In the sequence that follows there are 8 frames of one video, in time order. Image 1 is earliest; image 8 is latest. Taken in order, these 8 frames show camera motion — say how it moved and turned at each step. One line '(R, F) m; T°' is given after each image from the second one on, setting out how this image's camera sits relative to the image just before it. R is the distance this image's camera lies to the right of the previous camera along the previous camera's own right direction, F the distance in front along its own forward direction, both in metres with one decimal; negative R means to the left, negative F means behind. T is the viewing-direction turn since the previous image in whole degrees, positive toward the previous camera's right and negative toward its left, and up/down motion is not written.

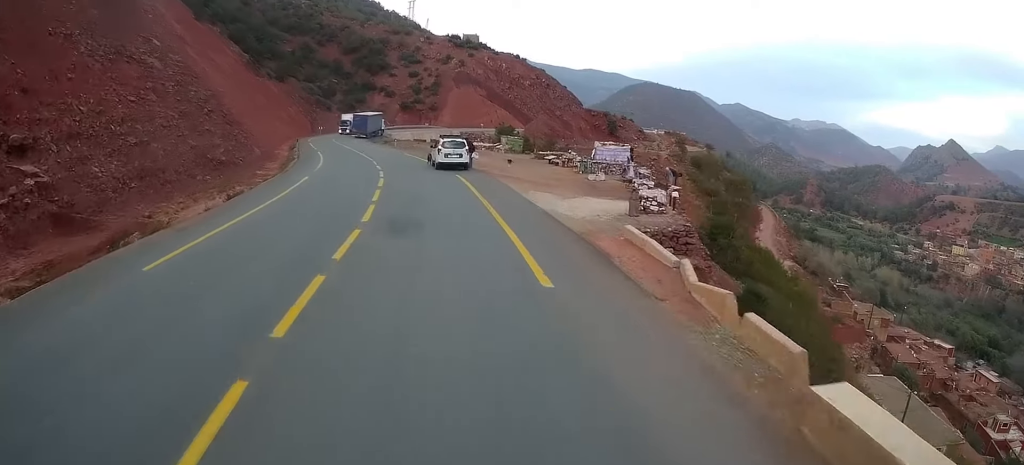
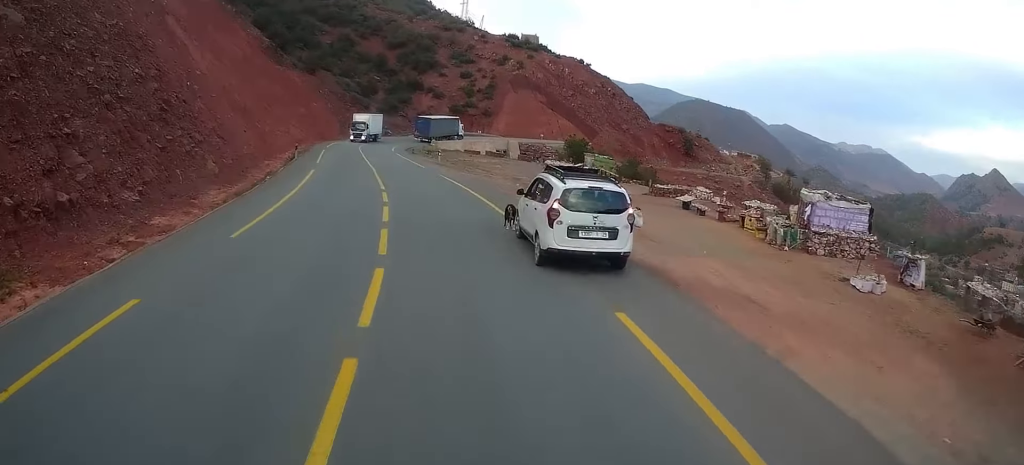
(-1.5, +19.9) m; -7°
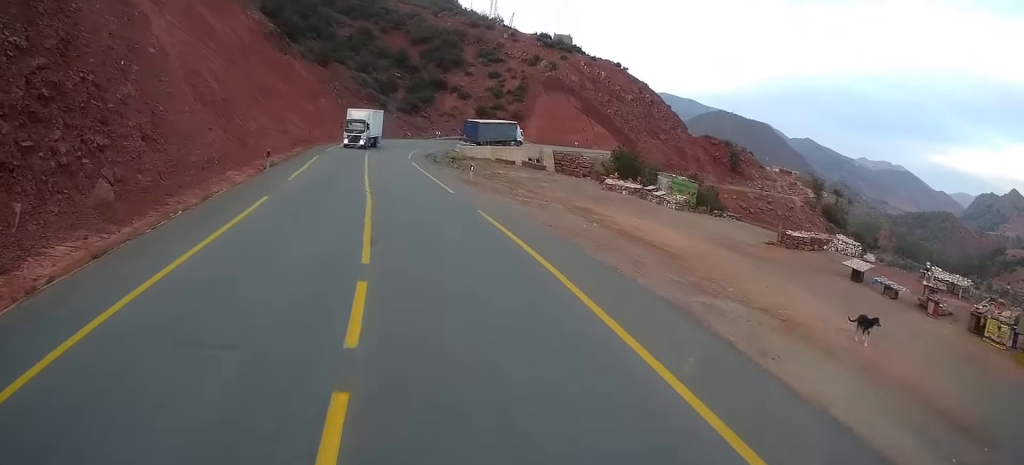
(0.0, +13.1) m; 0°
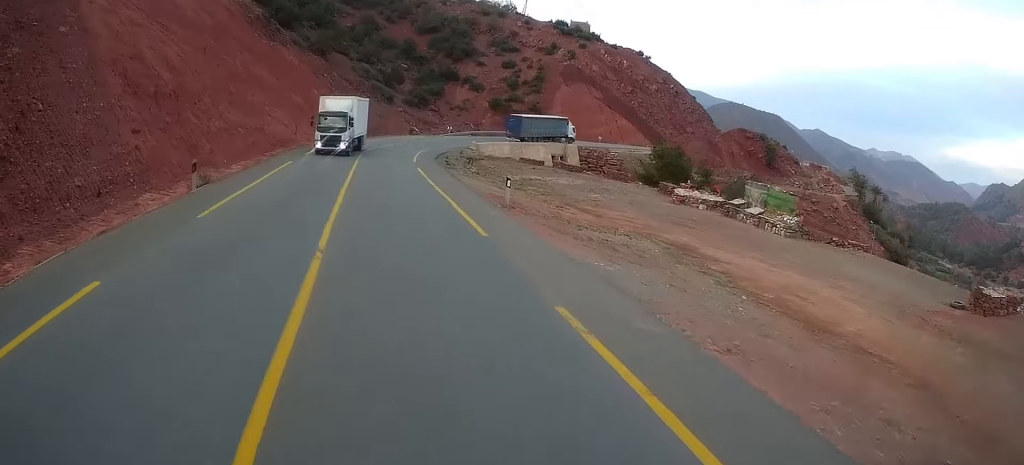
(+0.1, +11.2) m; -1°
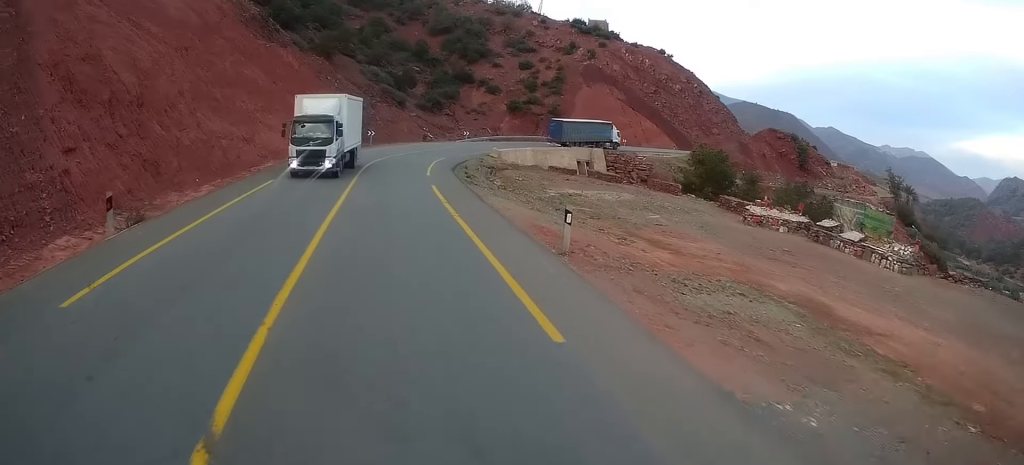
(+0.1, +7.0) m; -1°
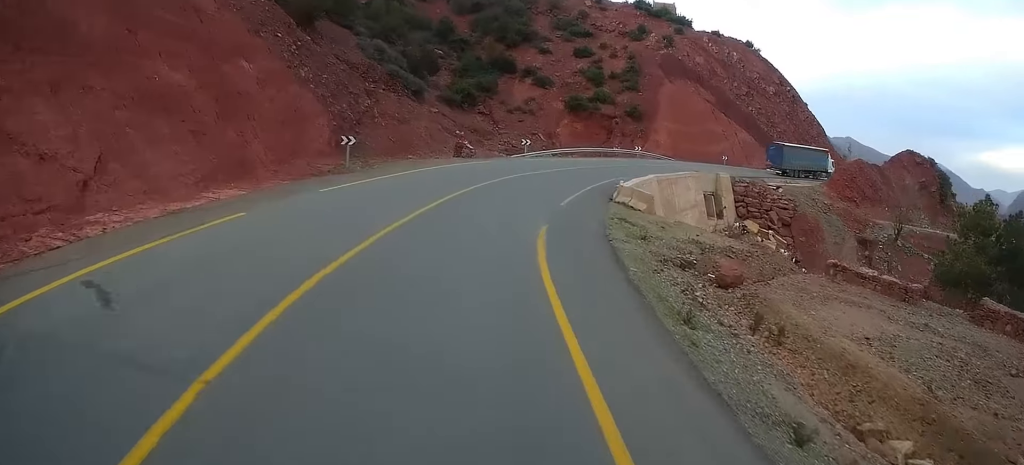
(+0.8, +35.5) m; +6°
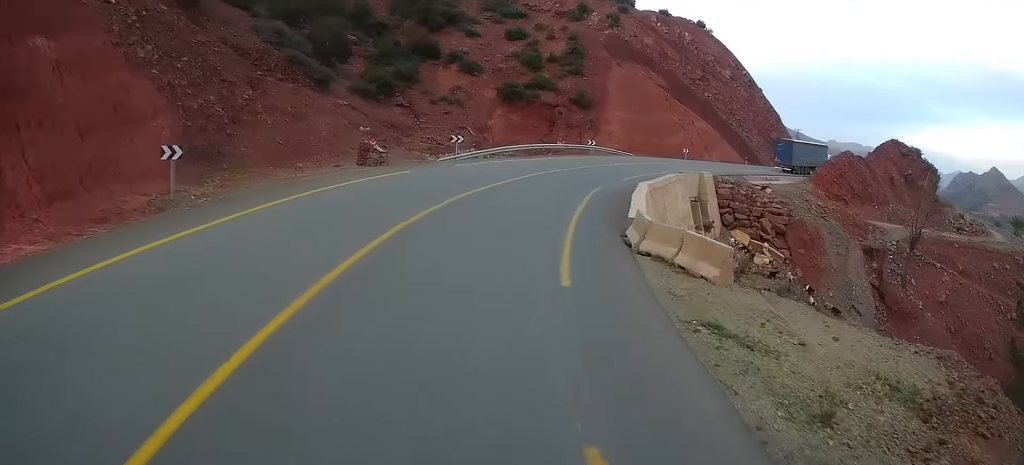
(+0.3, +13.7) m; +1°
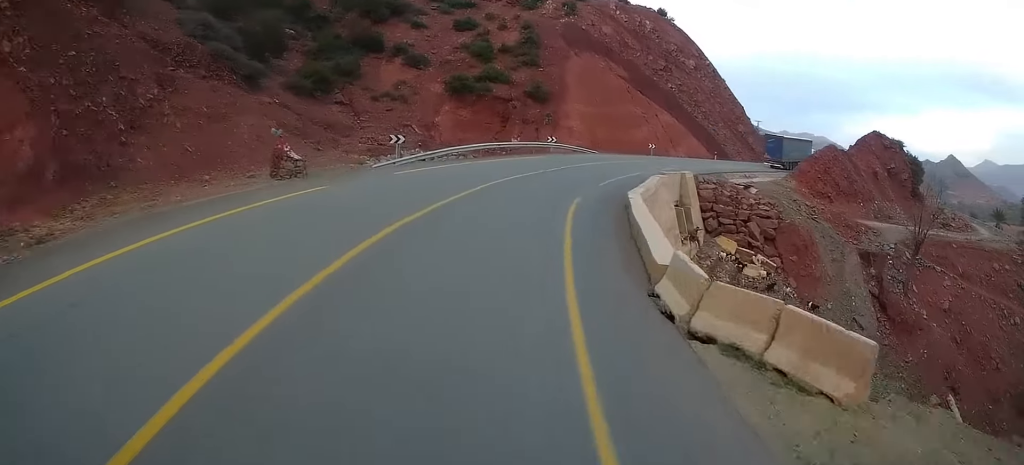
(-0.1, +7.1) m; +1°
